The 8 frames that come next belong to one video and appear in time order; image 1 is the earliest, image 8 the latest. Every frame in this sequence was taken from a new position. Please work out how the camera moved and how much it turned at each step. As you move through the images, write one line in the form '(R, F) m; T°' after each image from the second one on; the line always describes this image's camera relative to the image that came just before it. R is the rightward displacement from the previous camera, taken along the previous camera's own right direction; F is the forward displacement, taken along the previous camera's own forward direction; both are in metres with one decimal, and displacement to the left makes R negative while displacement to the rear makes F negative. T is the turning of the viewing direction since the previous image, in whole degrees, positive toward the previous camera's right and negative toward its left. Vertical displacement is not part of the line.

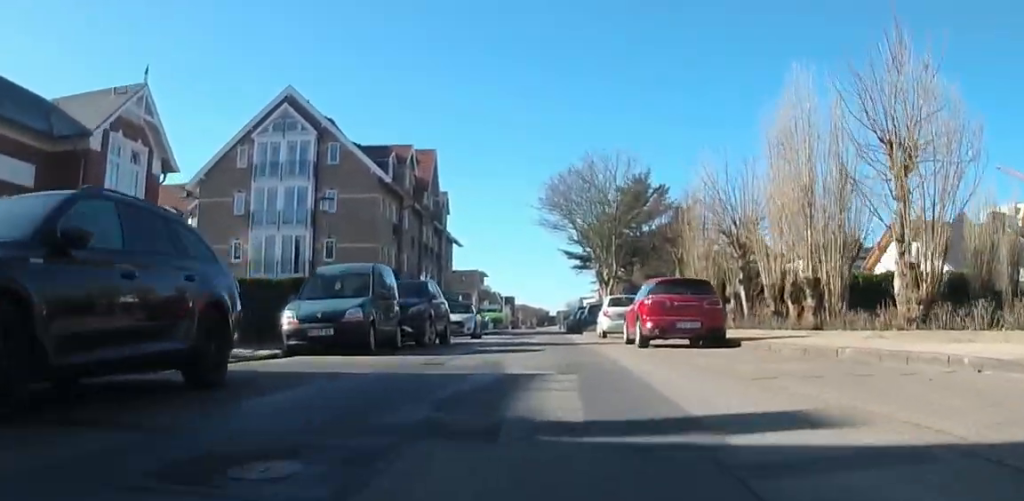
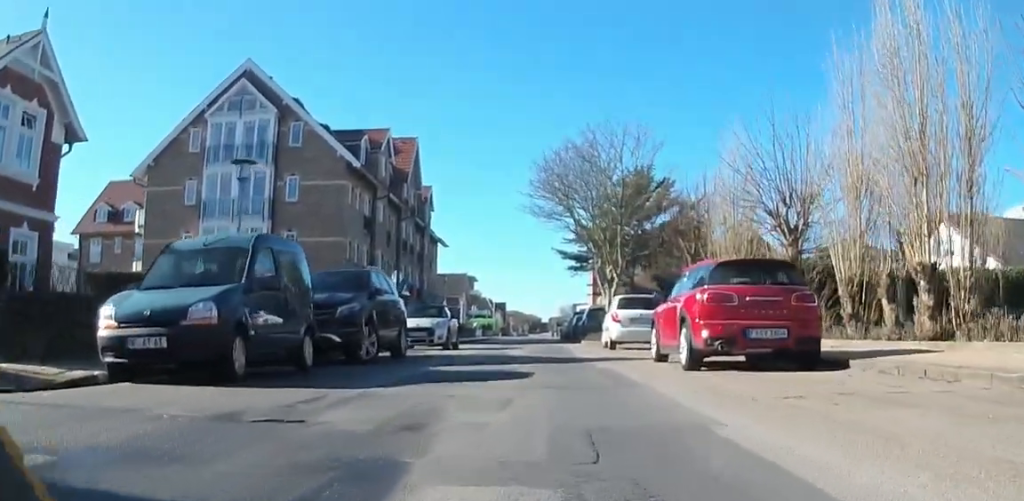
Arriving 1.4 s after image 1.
(0.0, +5.8) m; 0°
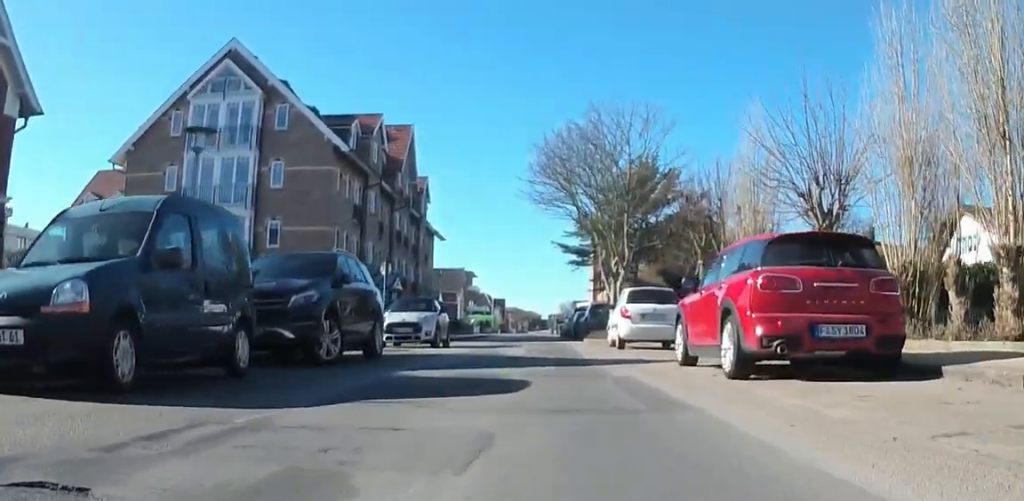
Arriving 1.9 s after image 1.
(0.0, +2.3) m; 0°
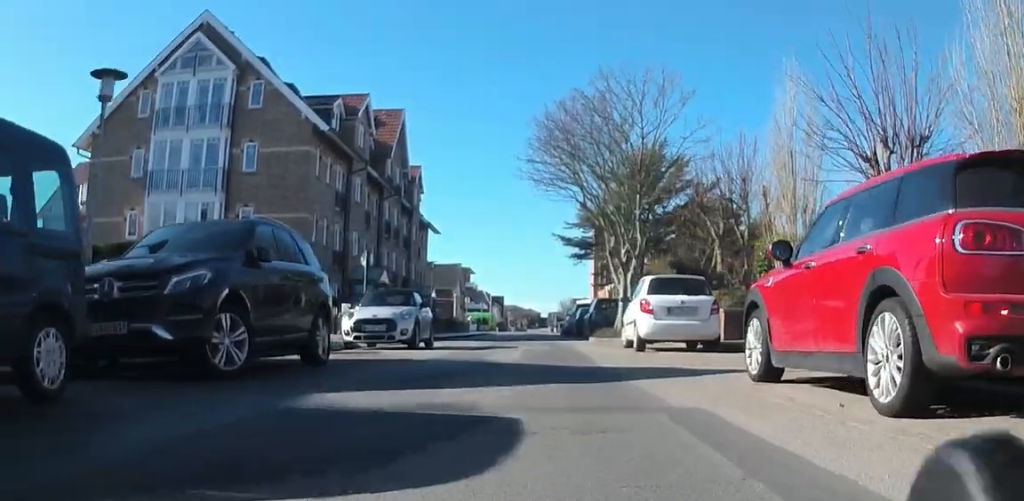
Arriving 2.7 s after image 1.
(0.0, +3.6) m; 0°
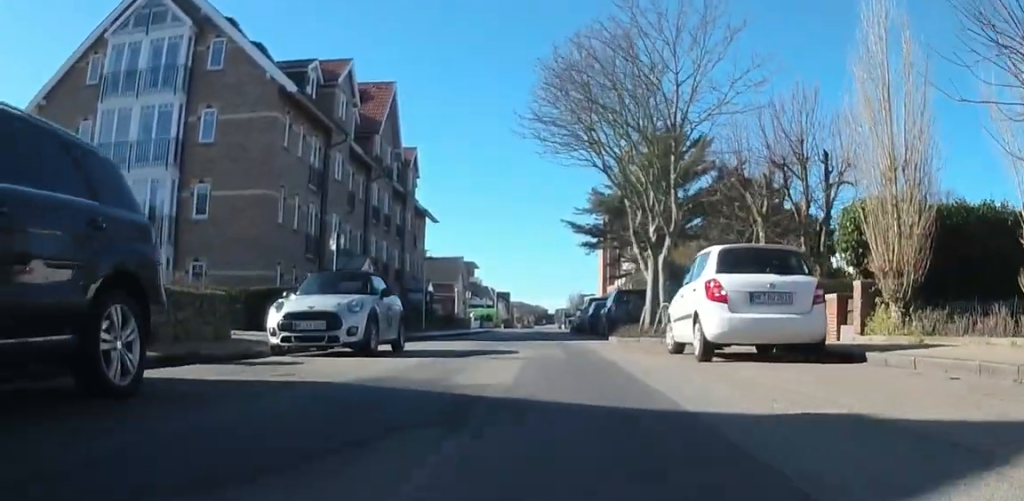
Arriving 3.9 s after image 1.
(0.0, +5.3) m; +7°
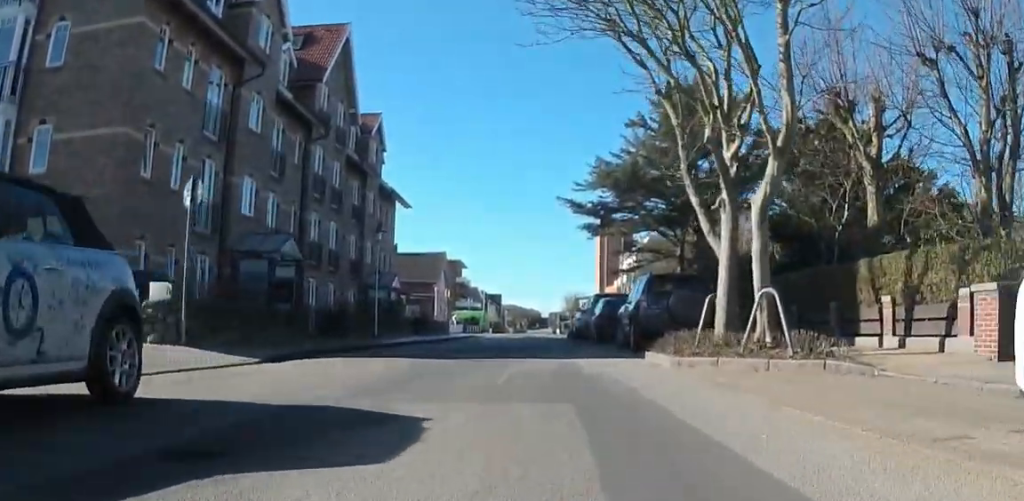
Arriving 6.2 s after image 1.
(+1.7, +9.5) m; +6°
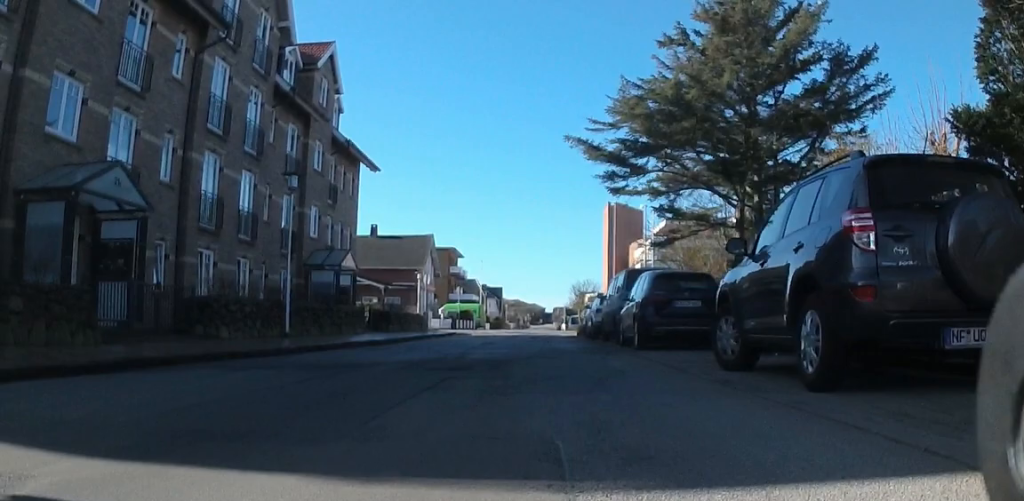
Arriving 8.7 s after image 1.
(-2.3, +10.9) m; -13°
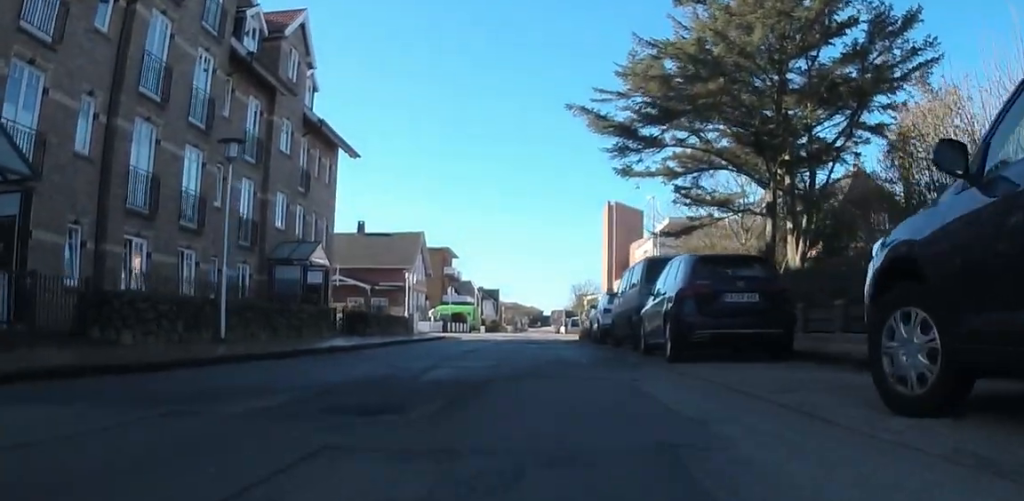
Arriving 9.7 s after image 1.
(0.0, +4.1) m; 0°
